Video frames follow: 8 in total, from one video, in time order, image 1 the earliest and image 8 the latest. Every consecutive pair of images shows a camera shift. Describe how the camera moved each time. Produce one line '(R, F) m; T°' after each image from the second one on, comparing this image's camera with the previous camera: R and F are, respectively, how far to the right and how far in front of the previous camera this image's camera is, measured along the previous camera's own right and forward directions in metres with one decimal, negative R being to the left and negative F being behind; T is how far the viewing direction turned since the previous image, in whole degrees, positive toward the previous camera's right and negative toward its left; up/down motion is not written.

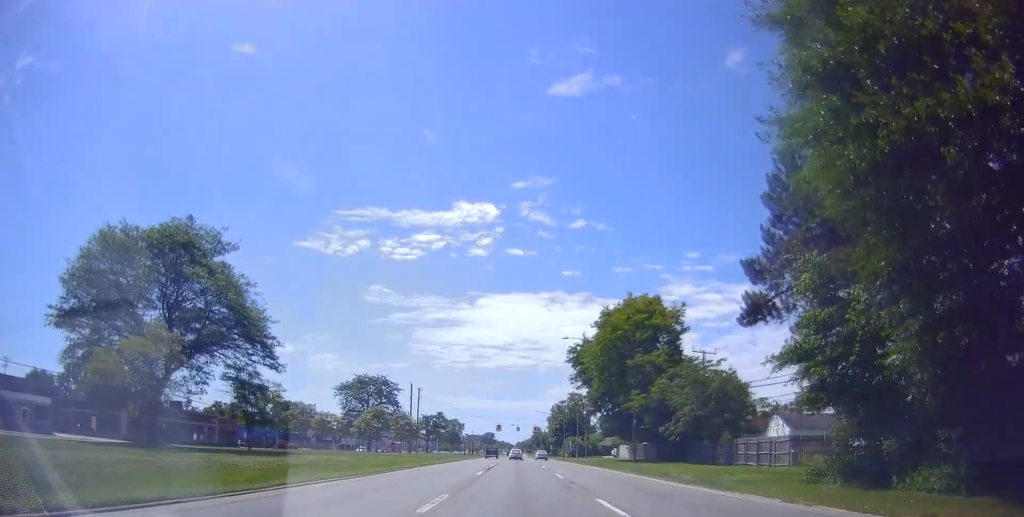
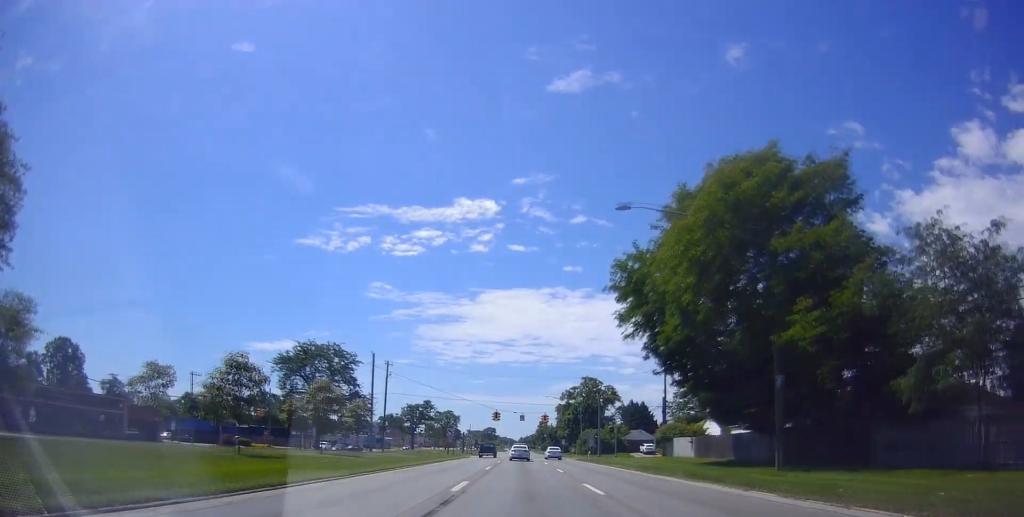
(-0.1, +29.6) m; +1°
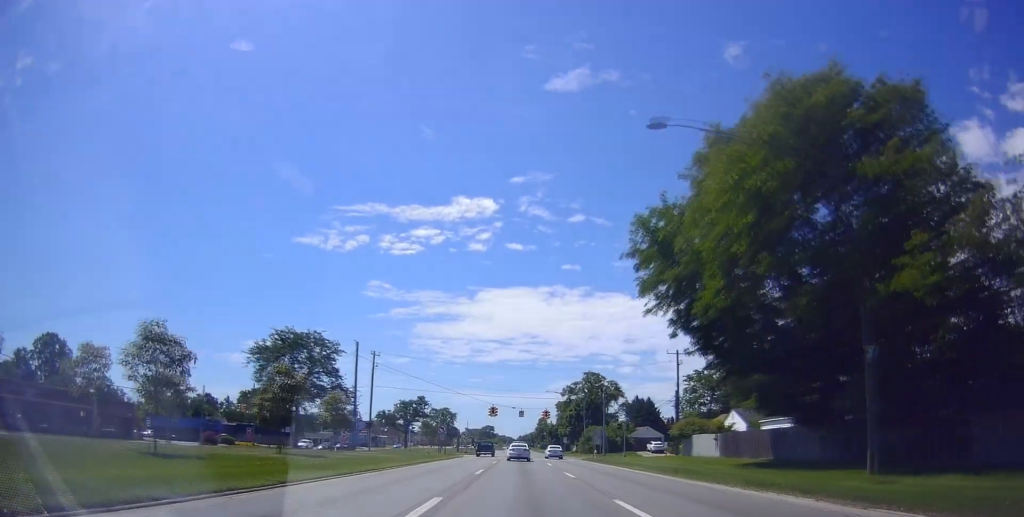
(-0.2, +7.7) m; -1°
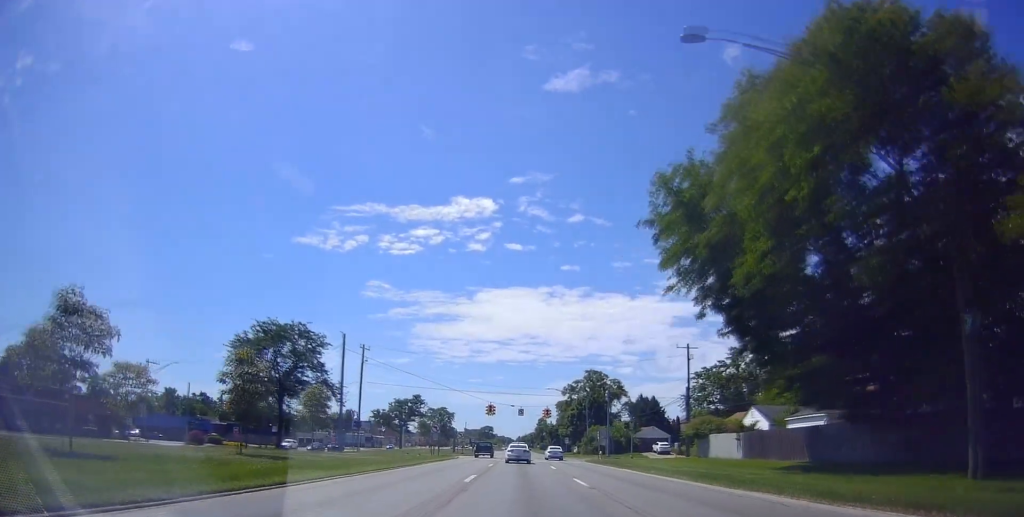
(-0.1, +5.7) m; -1°
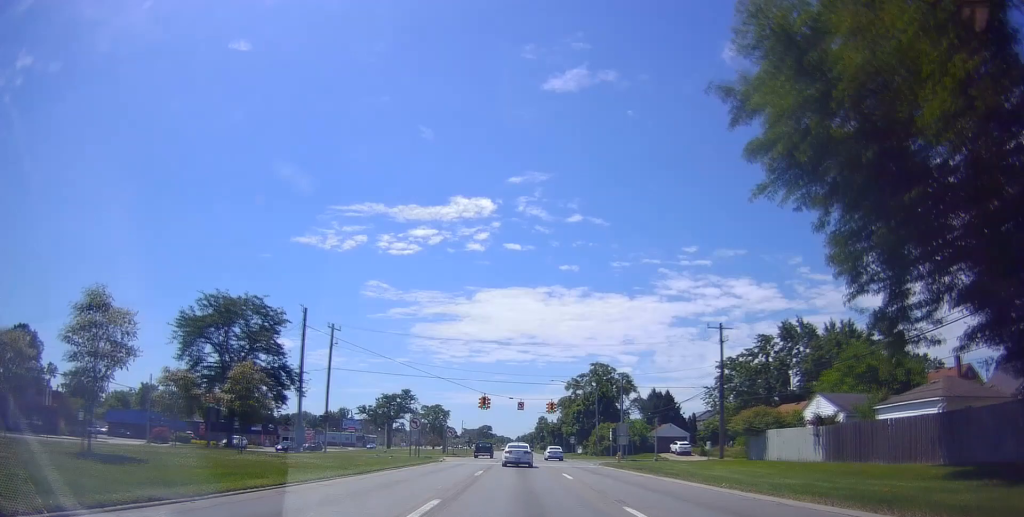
(-0.1, +13.7) m; -1°
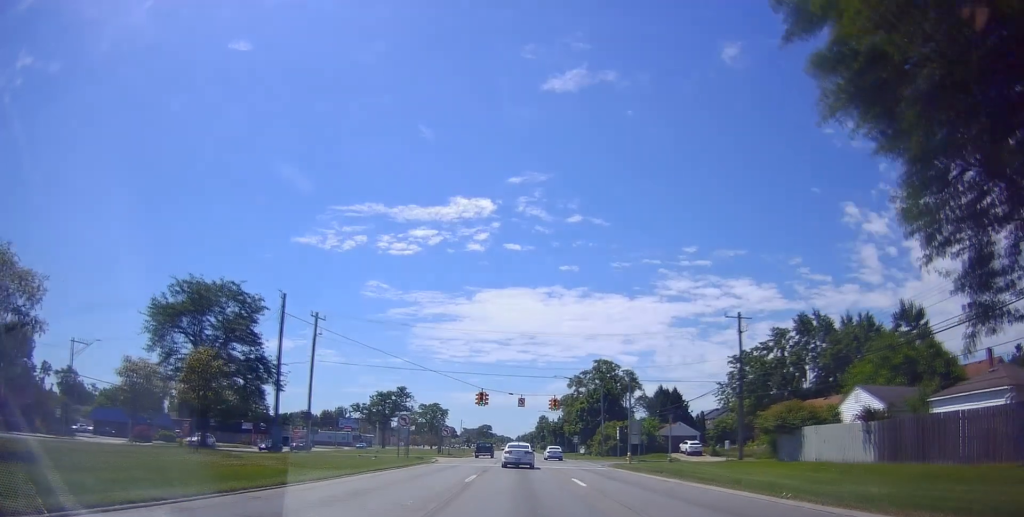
(0.0, +5.8) m; +1°
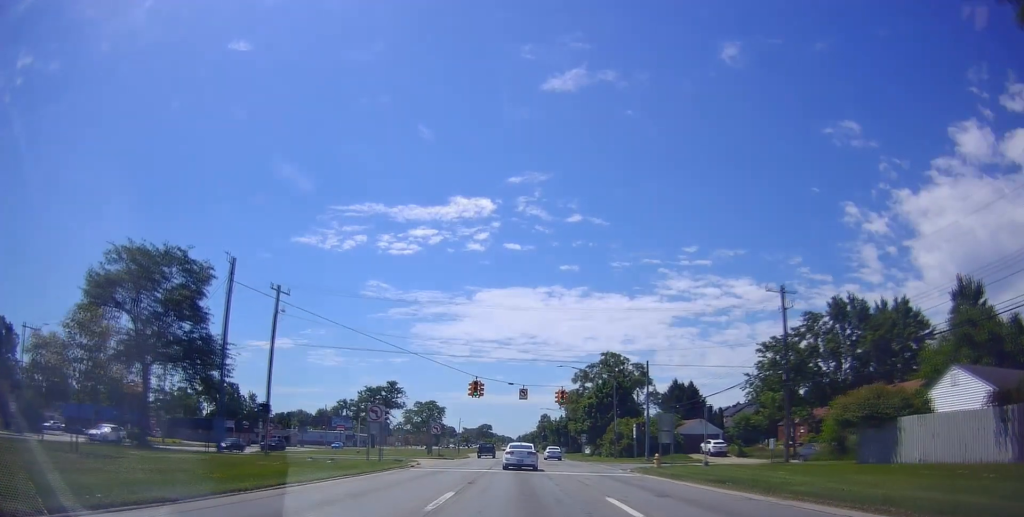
(+0.1, +10.8) m; 0°
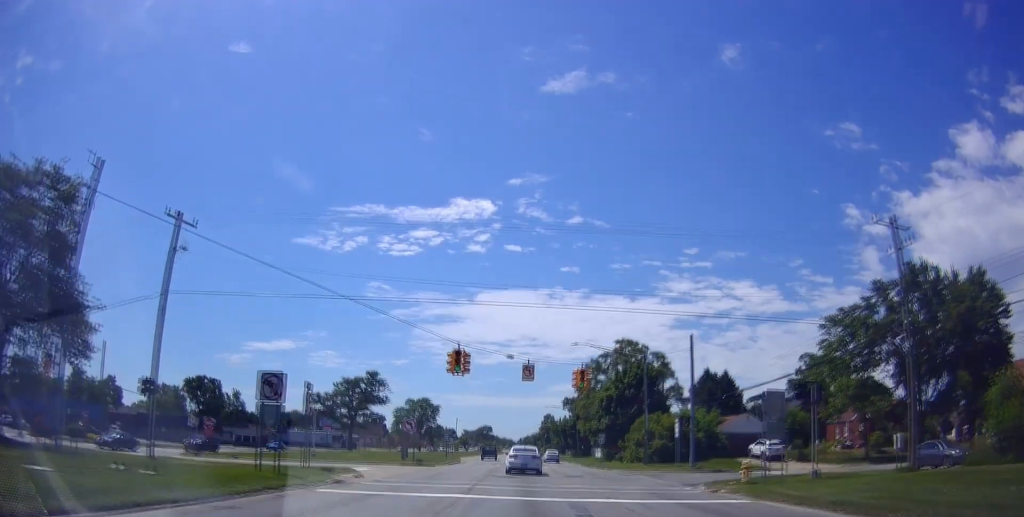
(-0.4, +16.2) m; -1°
